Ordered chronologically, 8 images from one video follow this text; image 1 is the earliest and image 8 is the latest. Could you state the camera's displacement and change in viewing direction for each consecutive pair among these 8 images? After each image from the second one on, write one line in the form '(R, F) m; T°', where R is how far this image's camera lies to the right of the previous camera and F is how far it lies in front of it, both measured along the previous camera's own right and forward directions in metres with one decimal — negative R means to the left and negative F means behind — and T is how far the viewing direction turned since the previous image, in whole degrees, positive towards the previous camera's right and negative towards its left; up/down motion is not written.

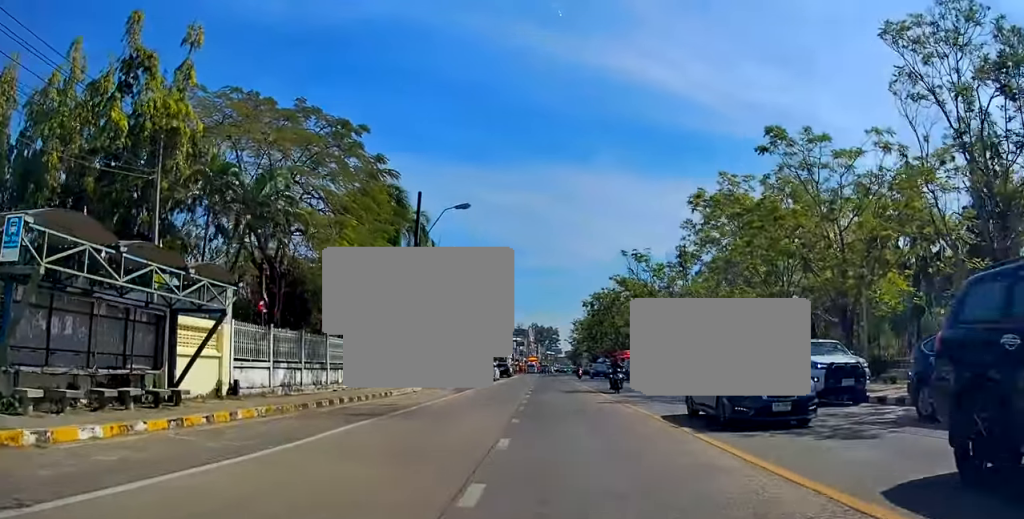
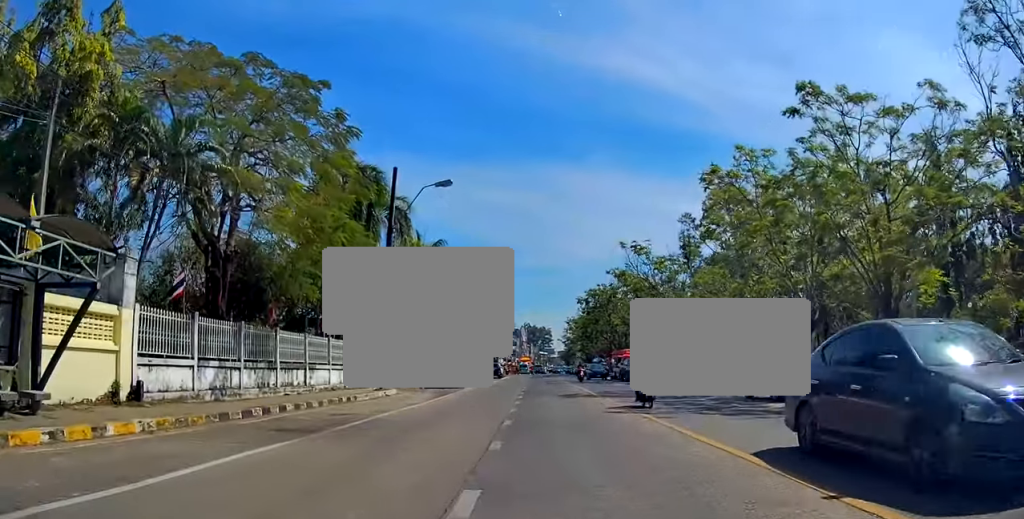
(0.0, +3.6) m; 0°
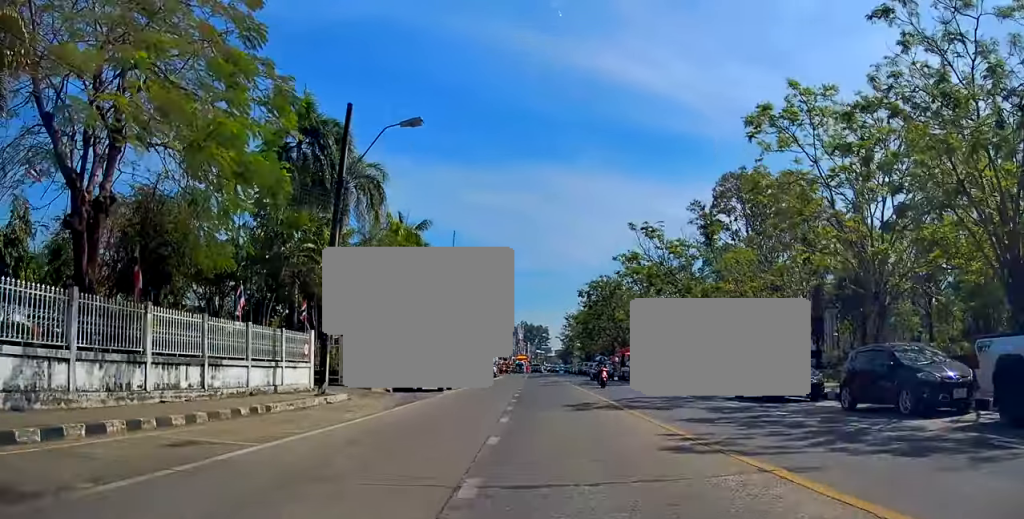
(0.0, +5.0) m; 0°
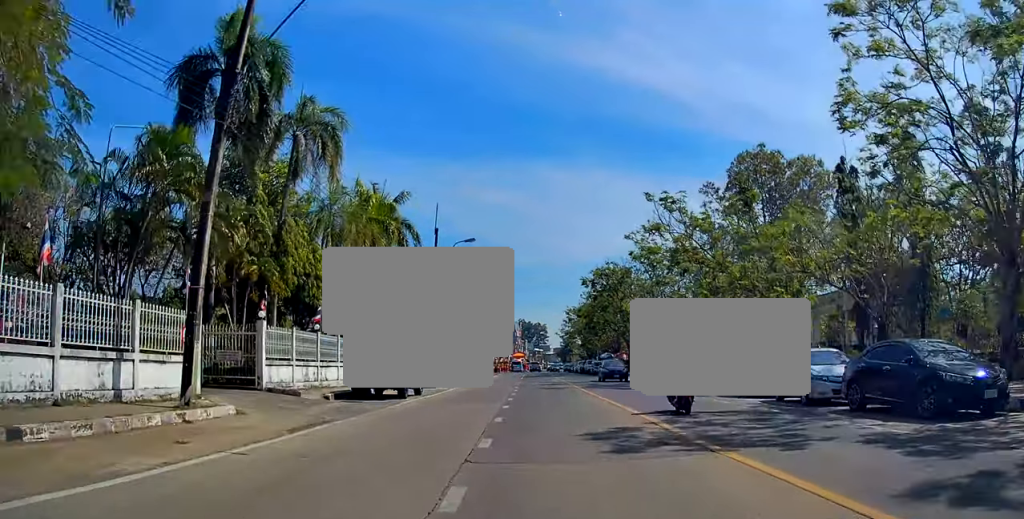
(0.0, +4.3) m; +1°
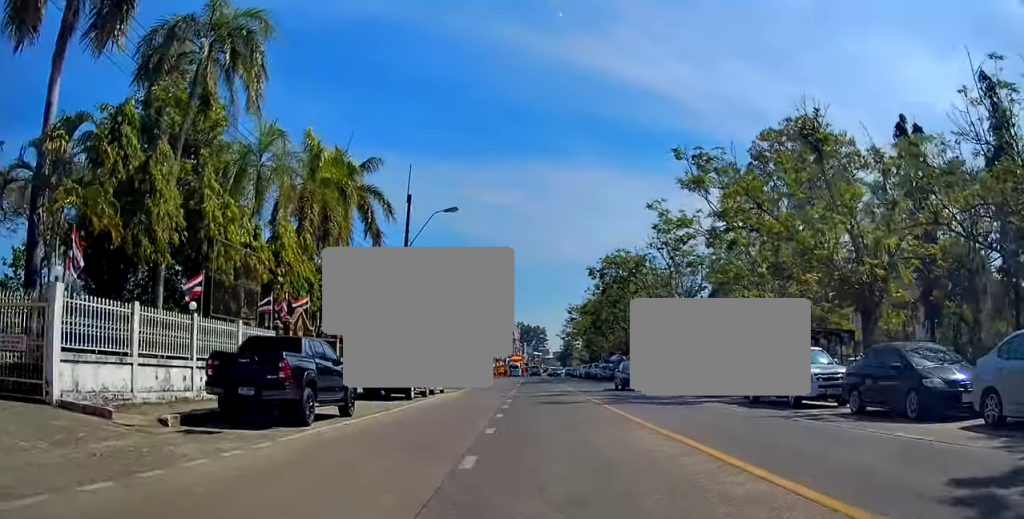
(+0.1, +4.3) m; +1°
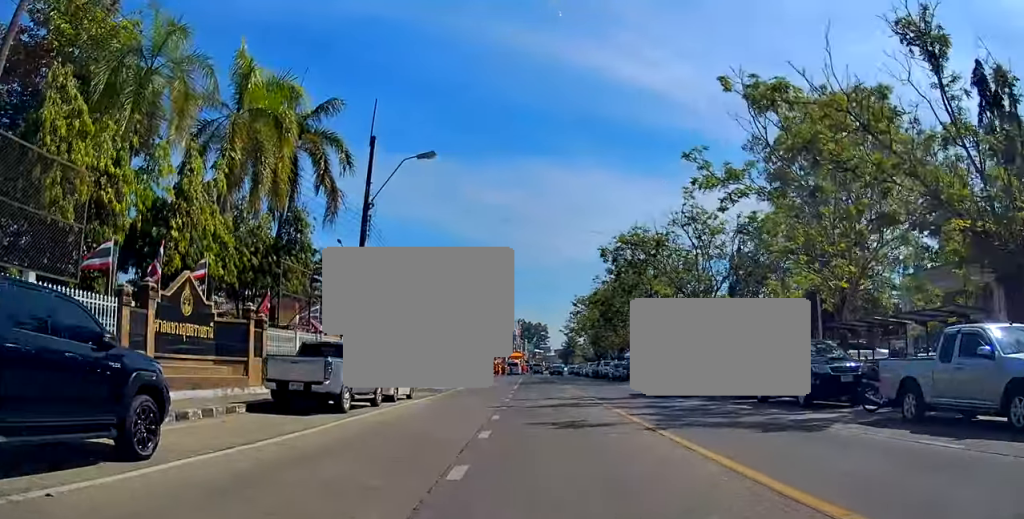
(0.0, +7.0) m; 0°
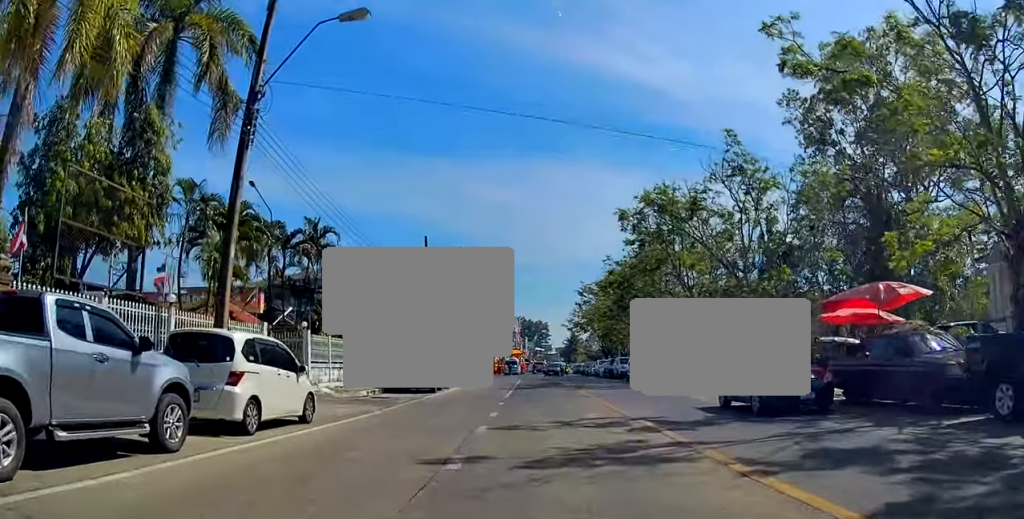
(0.0, +12.2) m; 0°
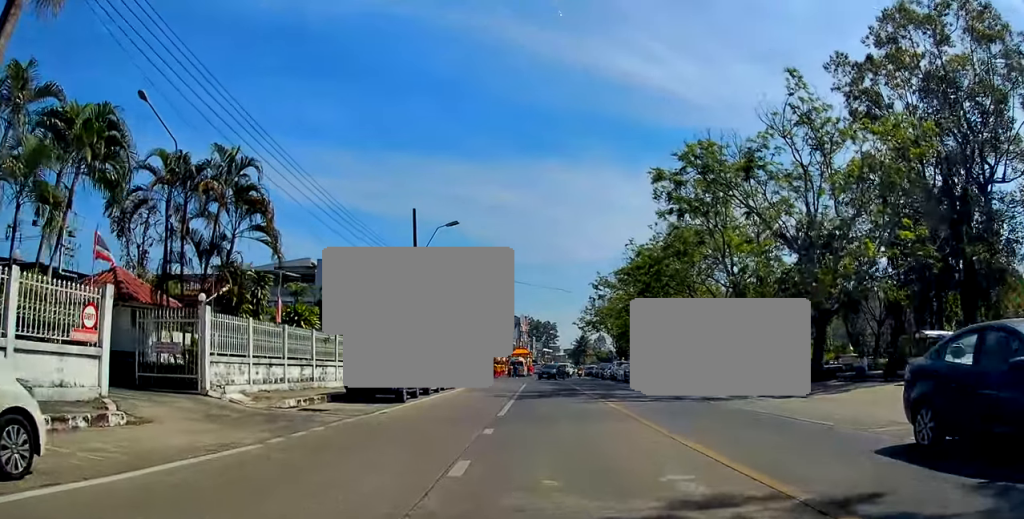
(0.0, +9.1) m; +2°
